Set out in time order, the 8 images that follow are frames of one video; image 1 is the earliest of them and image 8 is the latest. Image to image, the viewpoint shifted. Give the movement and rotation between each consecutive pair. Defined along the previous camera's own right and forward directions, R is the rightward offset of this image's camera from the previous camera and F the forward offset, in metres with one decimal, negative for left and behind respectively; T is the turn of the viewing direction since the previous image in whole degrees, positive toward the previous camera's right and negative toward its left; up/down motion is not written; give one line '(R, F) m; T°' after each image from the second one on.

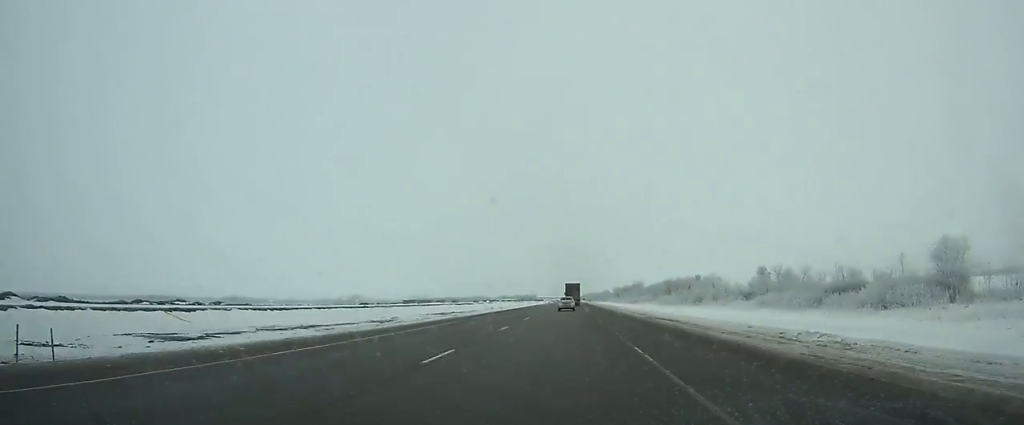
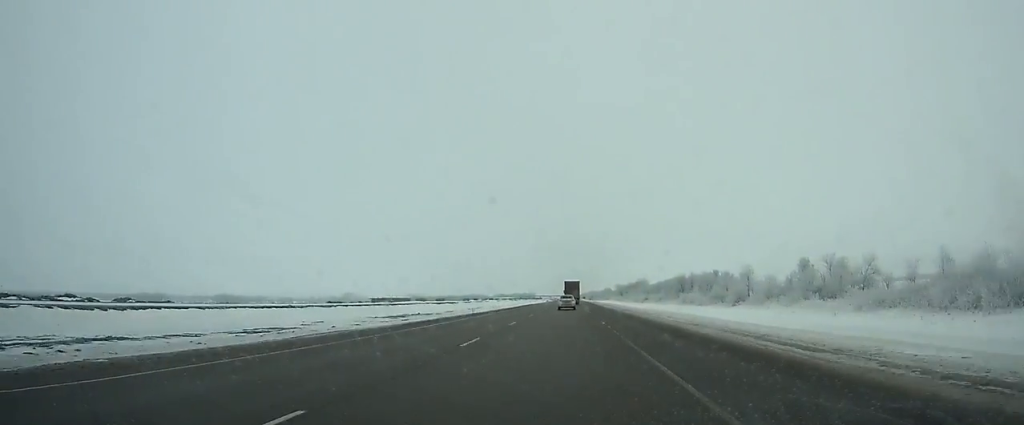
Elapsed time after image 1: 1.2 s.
(0.0, +29.0) m; 0°
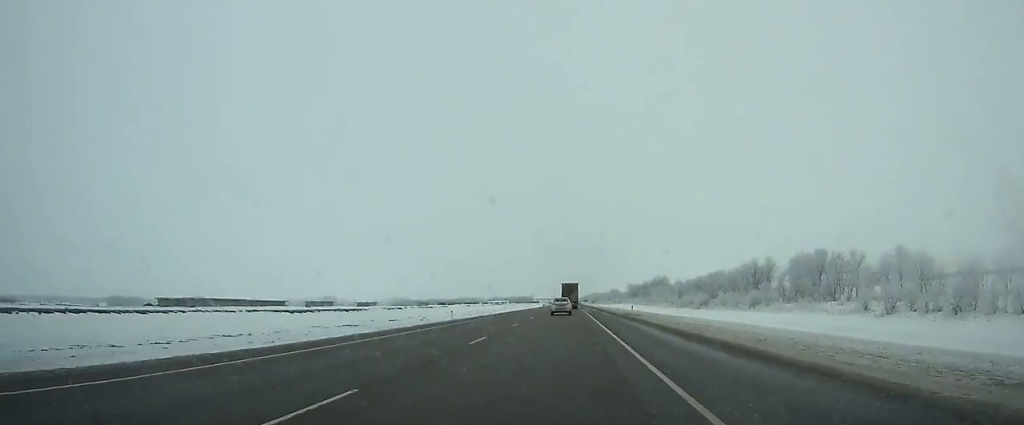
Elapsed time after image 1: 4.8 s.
(-0.1, +87.0) m; 0°
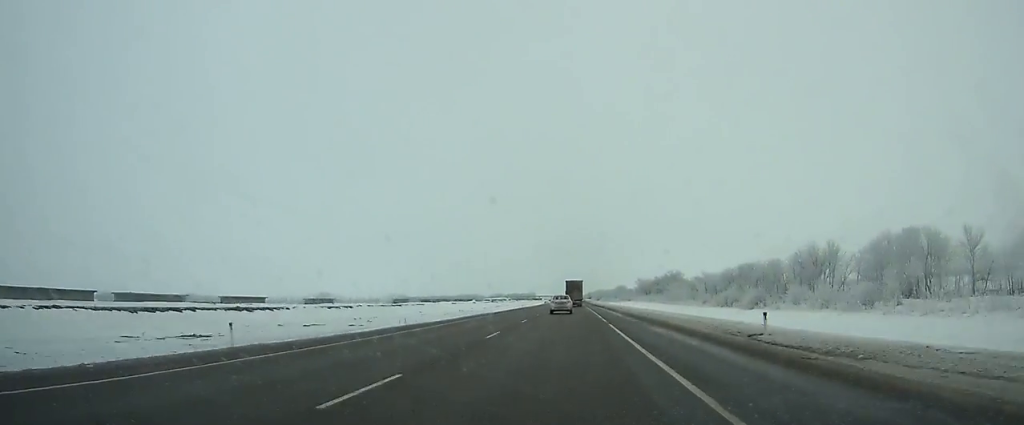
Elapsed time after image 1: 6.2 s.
(0.0, +34.0) m; 0°
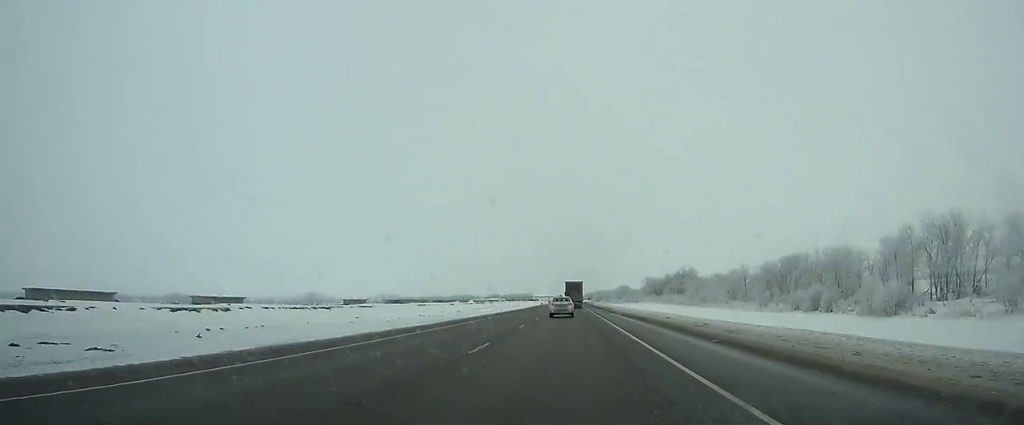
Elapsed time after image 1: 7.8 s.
(0.0, +38.4) m; 0°
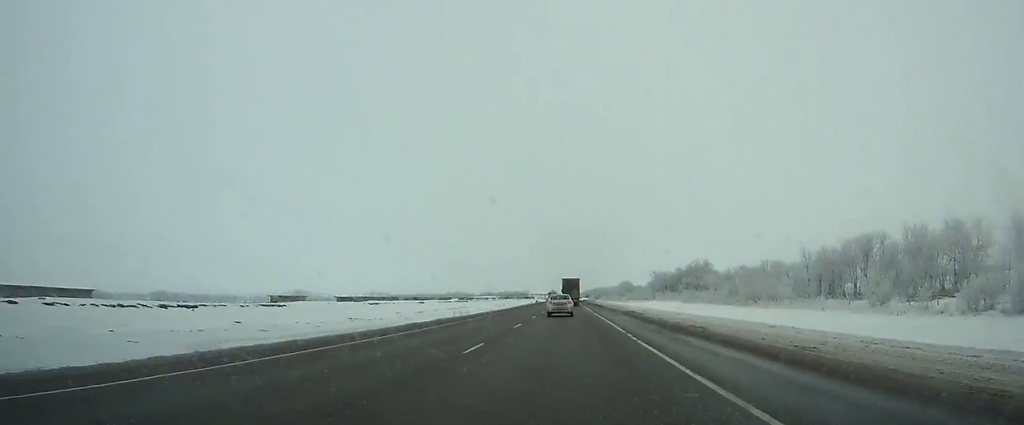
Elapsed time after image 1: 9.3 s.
(0.0, +35.9) m; 0°
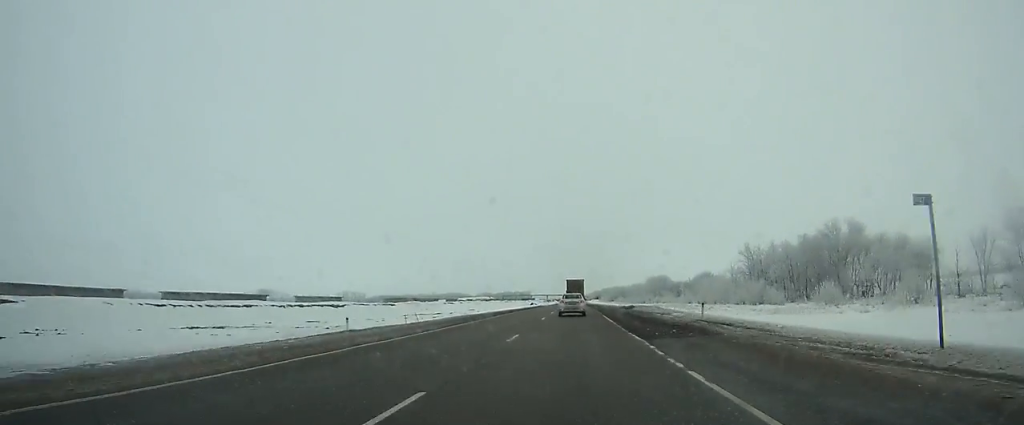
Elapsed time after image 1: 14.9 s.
(-0.4, +129.7) m; 0°
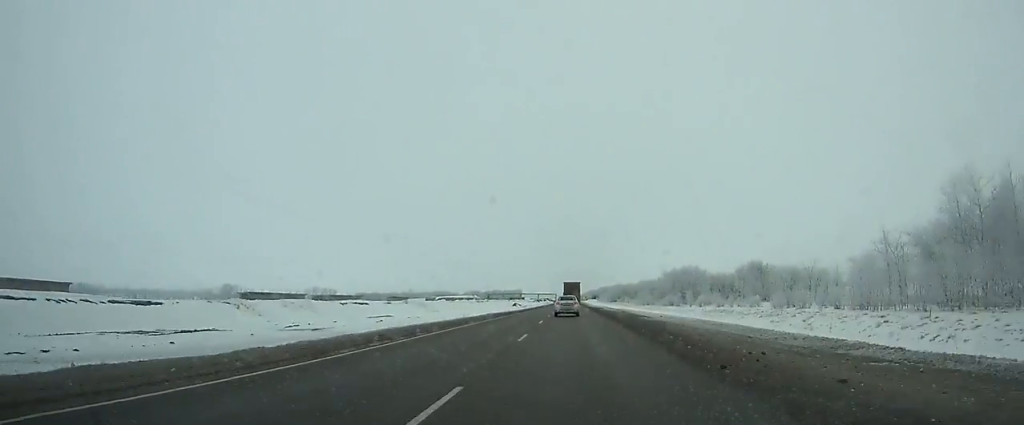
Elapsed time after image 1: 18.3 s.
(+0.1, +76.3) m; 0°
